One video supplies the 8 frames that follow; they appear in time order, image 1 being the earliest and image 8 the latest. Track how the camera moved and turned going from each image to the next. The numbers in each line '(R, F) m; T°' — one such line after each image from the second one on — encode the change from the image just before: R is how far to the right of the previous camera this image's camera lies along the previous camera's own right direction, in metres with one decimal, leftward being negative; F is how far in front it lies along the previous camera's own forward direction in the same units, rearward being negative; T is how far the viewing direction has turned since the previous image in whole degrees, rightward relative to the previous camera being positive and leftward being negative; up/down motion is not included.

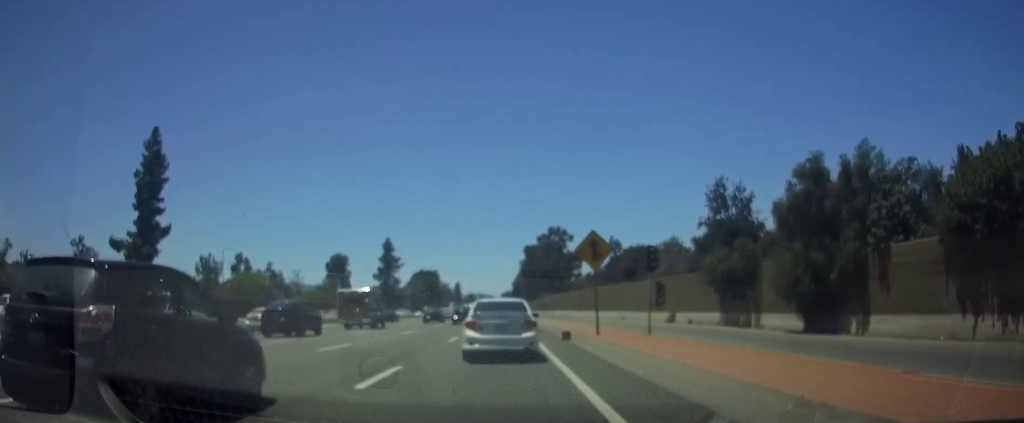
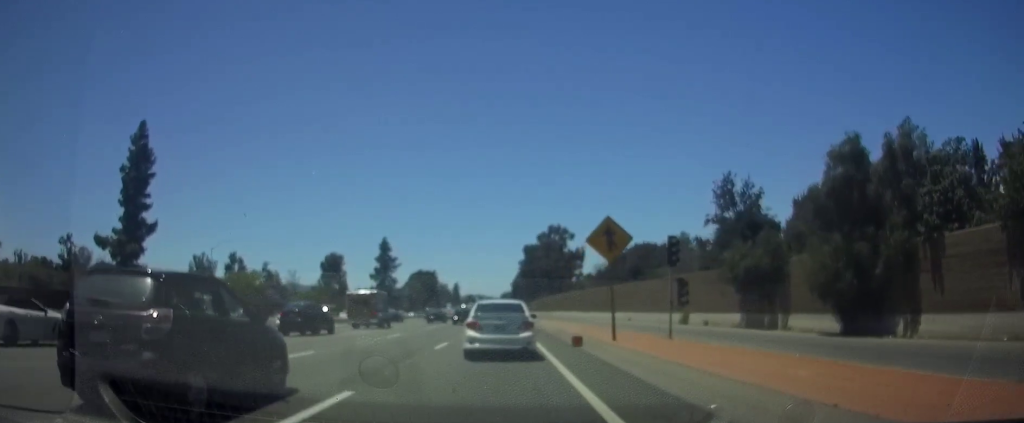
(+0.1, +4.4) m; 0°
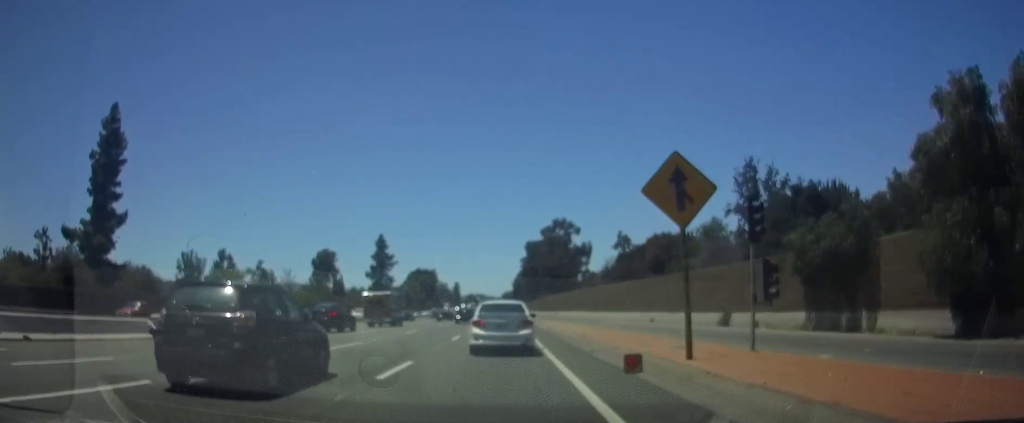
(0.0, +9.3) m; -1°
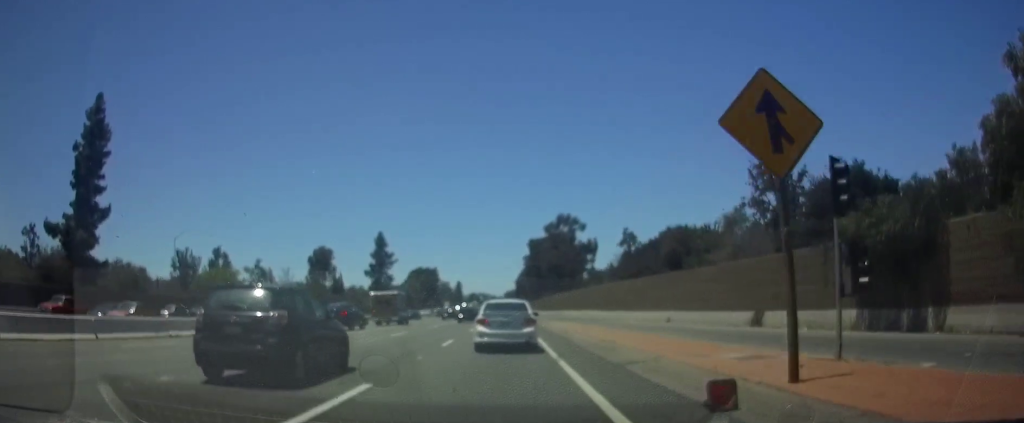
(-0.1, +5.0) m; 0°
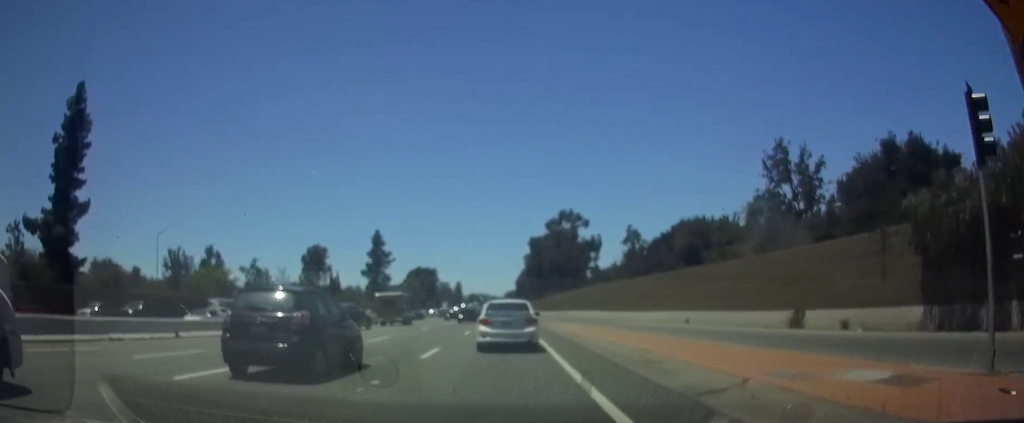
(+0.1, +5.3) m; 0°
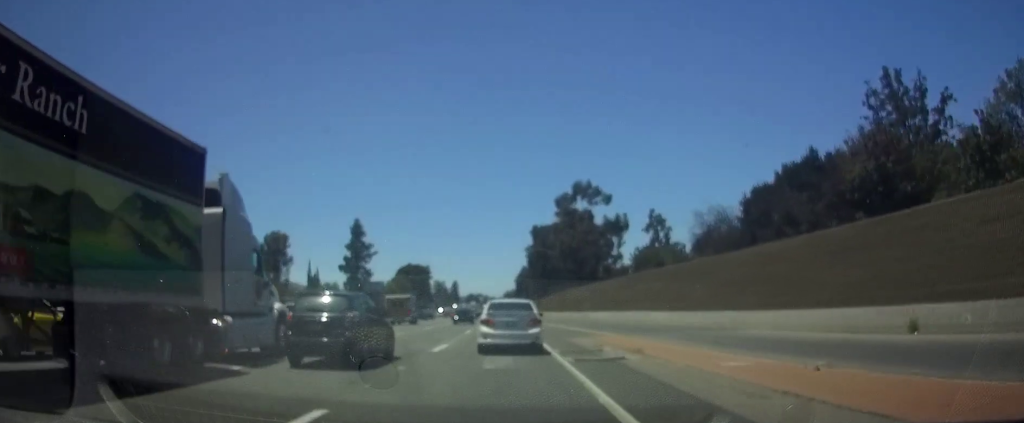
(+0.5, +27.0) m; +2°
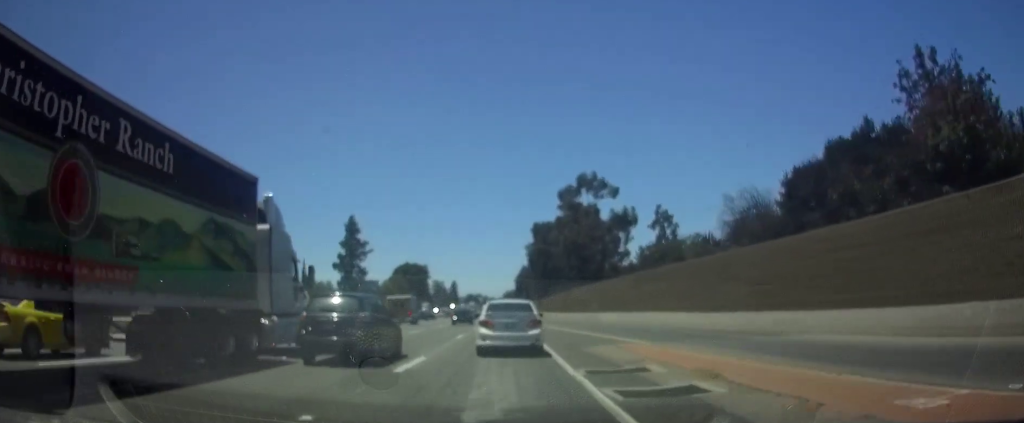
(0.0, +6.1) m; 0°
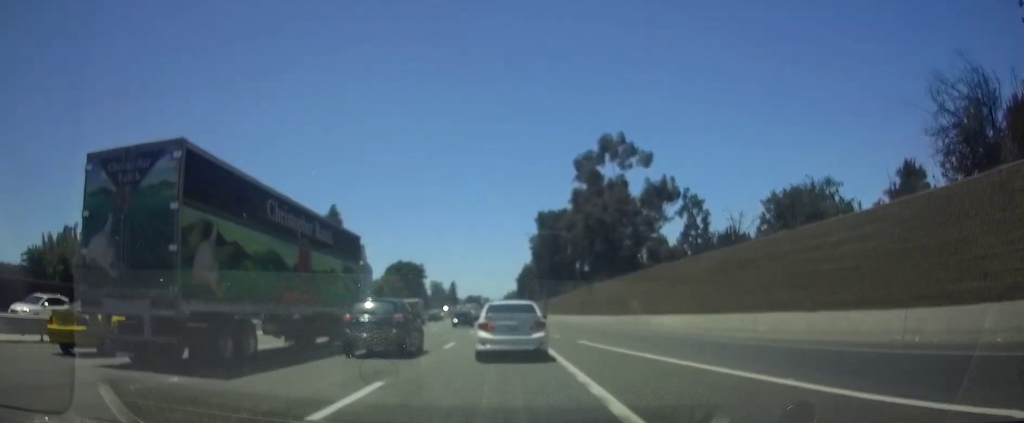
(+0.3, +20.8) m; +1°
